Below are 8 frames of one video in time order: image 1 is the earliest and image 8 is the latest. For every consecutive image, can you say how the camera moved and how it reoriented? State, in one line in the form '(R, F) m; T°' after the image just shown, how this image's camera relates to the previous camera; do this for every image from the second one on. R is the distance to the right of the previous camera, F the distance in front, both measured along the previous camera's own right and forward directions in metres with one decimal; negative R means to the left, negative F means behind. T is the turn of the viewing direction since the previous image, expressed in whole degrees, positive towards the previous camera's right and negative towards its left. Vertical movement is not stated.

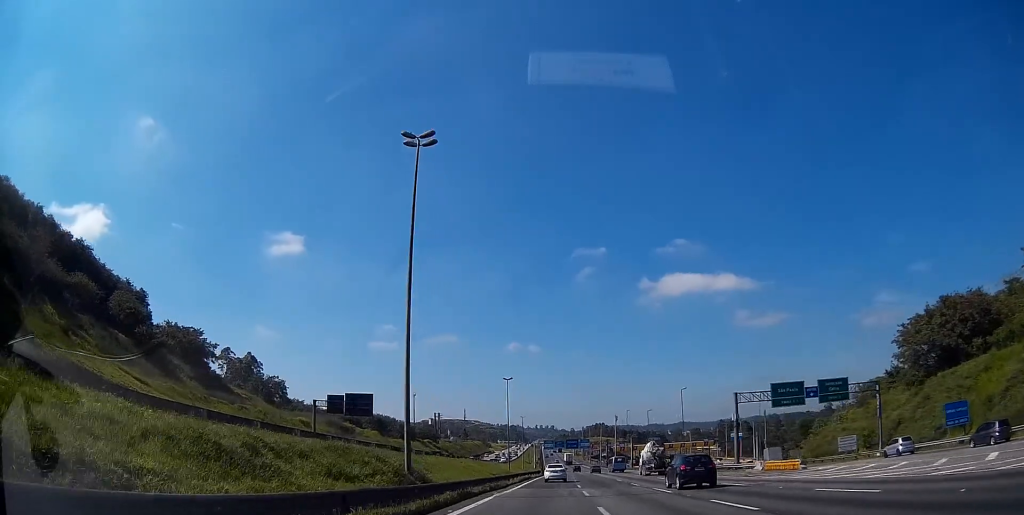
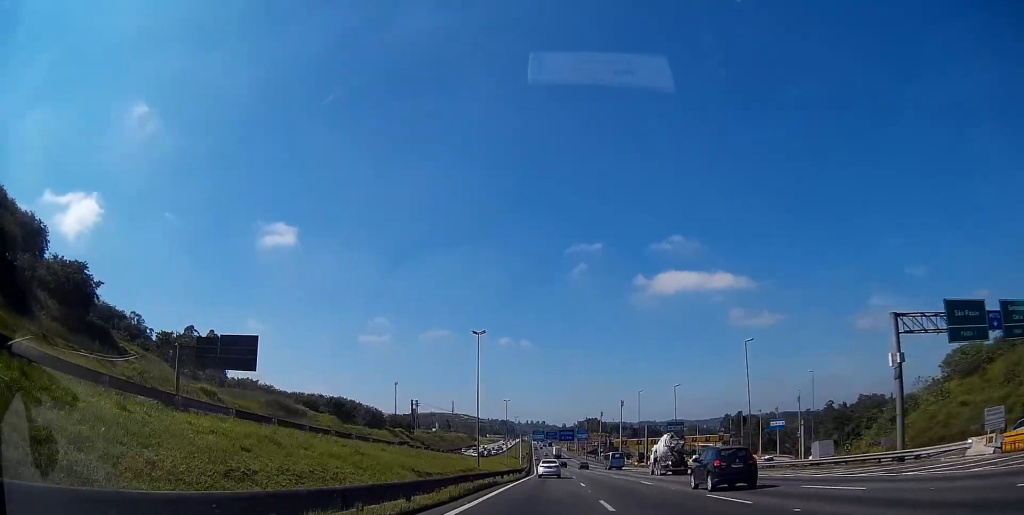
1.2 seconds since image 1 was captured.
(+0.3, +28.3) m; +1°
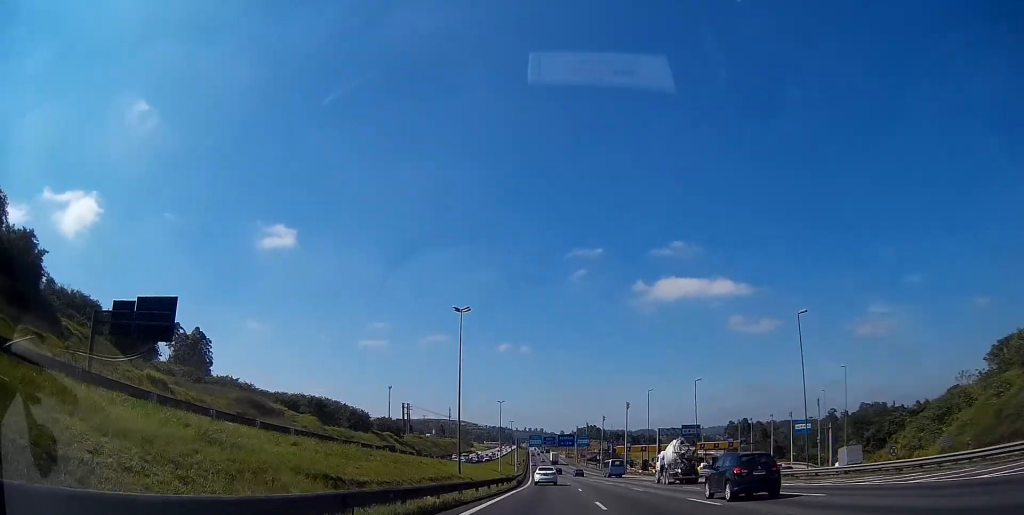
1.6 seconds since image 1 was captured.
(+0.1, +11.4) m; +1°
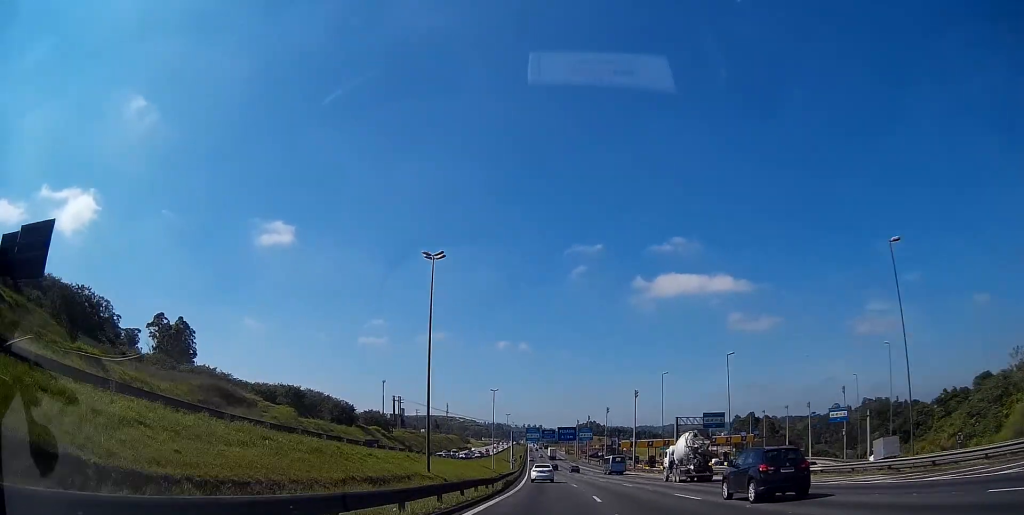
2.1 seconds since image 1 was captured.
(+0.1, +12.5) m; +1°
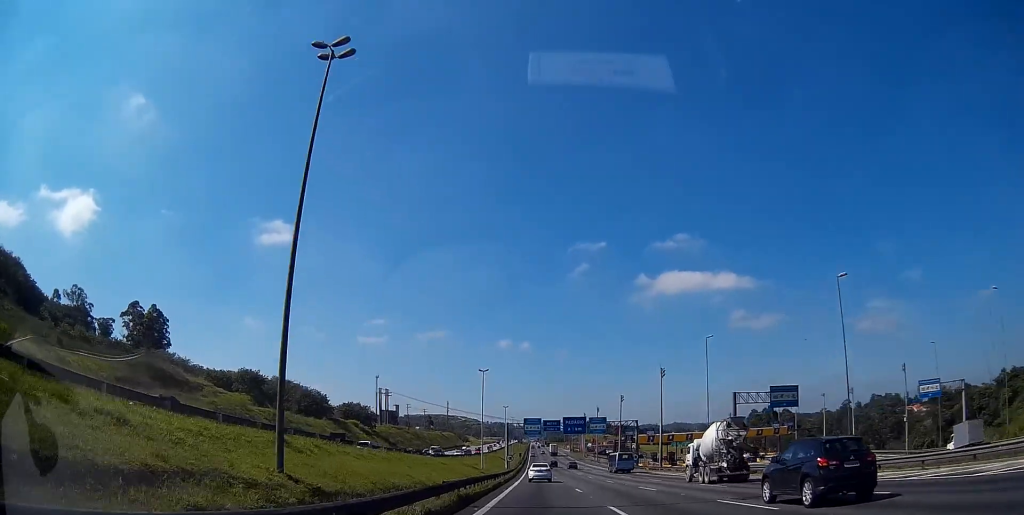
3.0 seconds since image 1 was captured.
(+0.1, +22.5) m; +1°
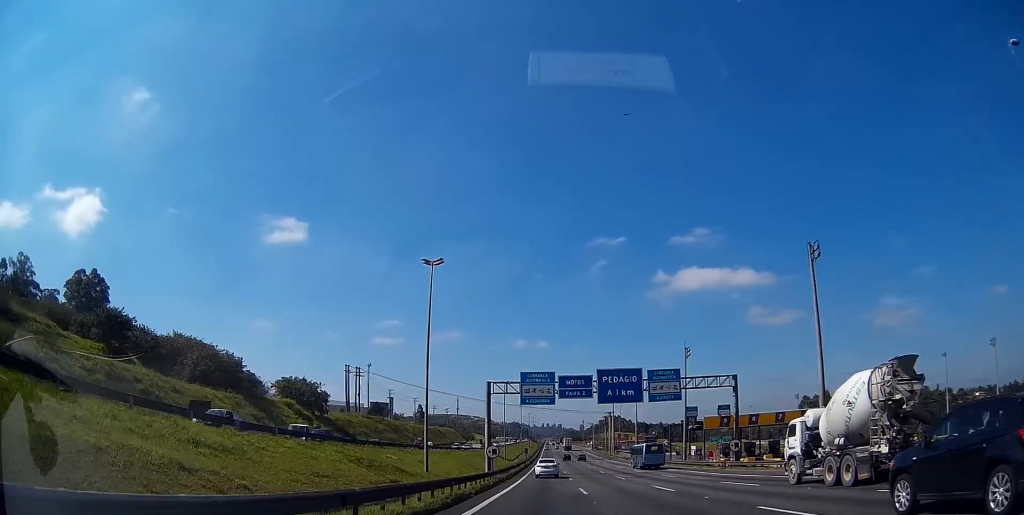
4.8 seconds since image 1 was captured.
(-0.3, +49.2) m; -1°
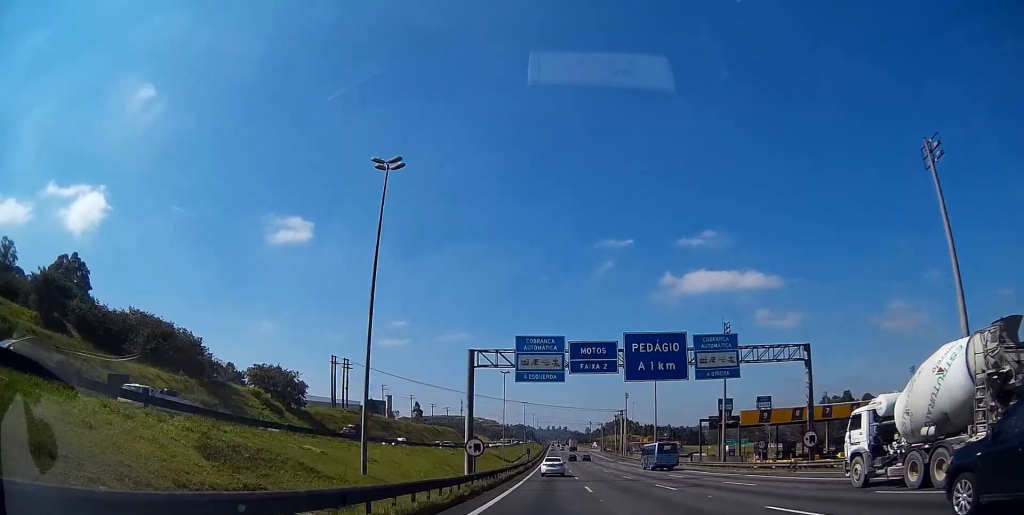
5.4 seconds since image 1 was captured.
(+0.1, +15.5) m; 0°
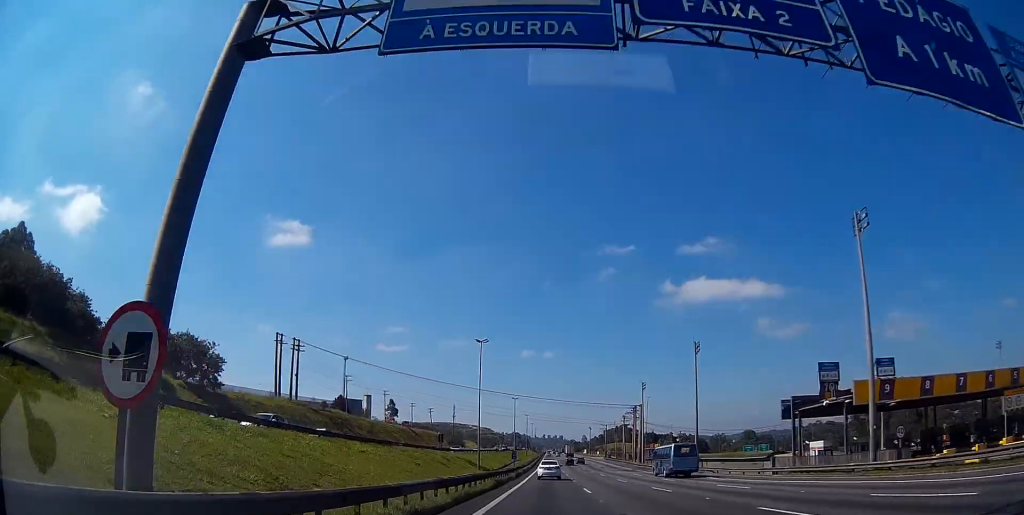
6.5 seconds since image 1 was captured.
(-0.2, +31.2) m; -1°
